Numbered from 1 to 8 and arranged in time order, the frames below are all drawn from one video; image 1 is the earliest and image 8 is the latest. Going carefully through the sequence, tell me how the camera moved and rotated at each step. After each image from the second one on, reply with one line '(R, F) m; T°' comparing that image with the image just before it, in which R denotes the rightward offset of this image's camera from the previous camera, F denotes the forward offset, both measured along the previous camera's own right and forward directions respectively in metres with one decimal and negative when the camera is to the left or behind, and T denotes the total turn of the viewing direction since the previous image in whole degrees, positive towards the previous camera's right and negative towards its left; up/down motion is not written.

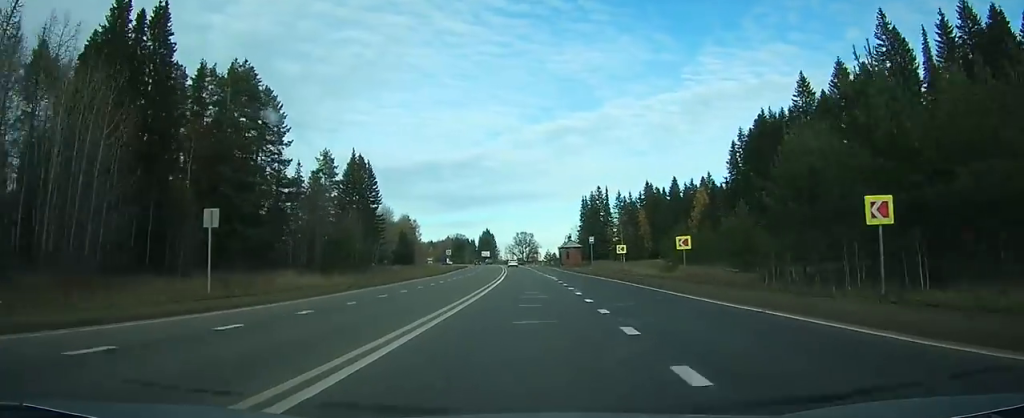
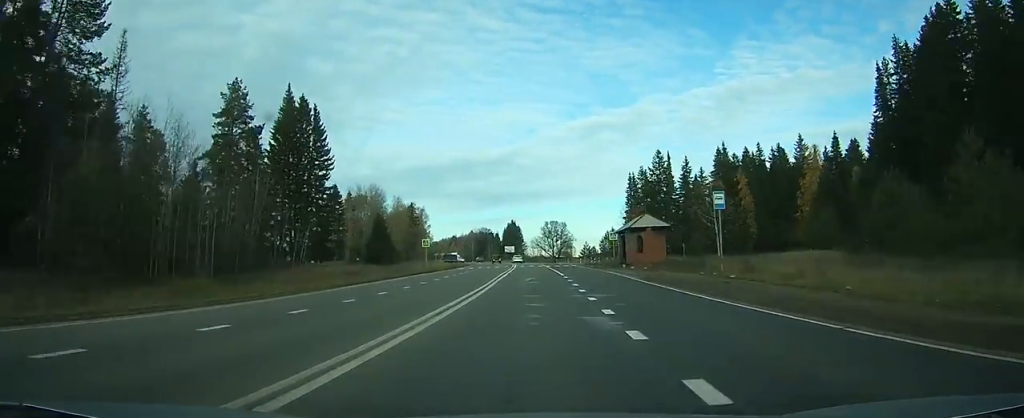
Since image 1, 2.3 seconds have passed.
(-0.8, +47.7) m; -3°
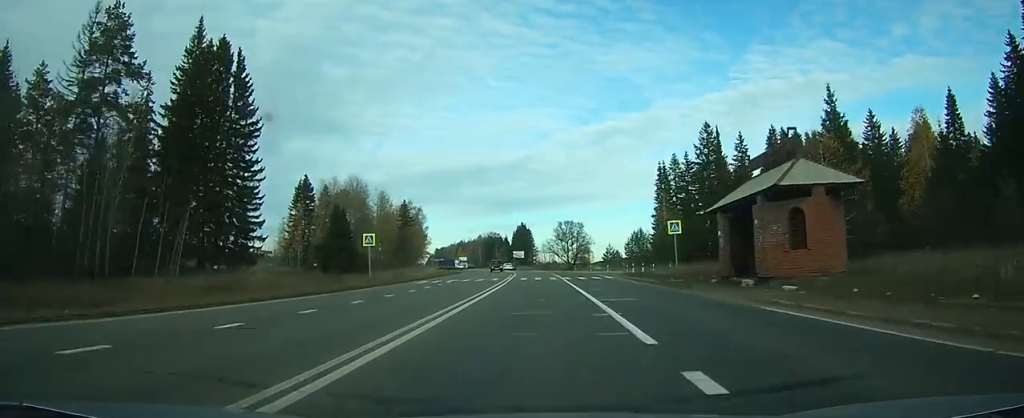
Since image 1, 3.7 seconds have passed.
(-0.5, +27.1) m; -2°
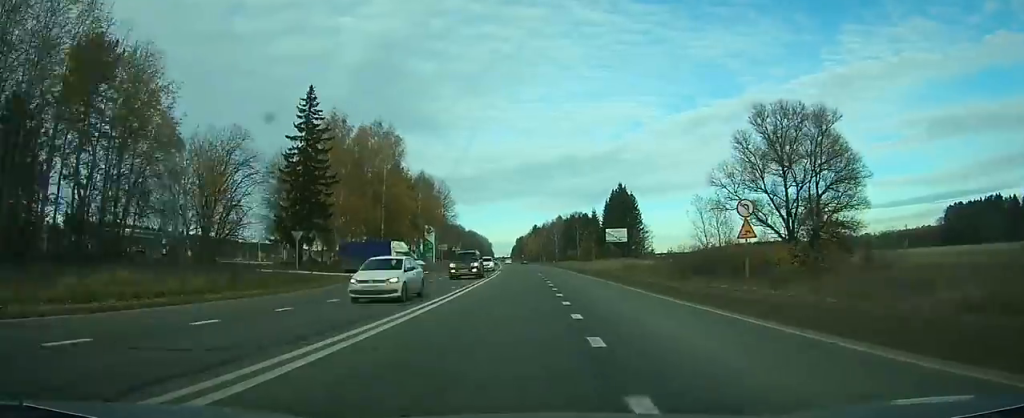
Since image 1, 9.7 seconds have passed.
(-7.5, +118.1) m; -9°
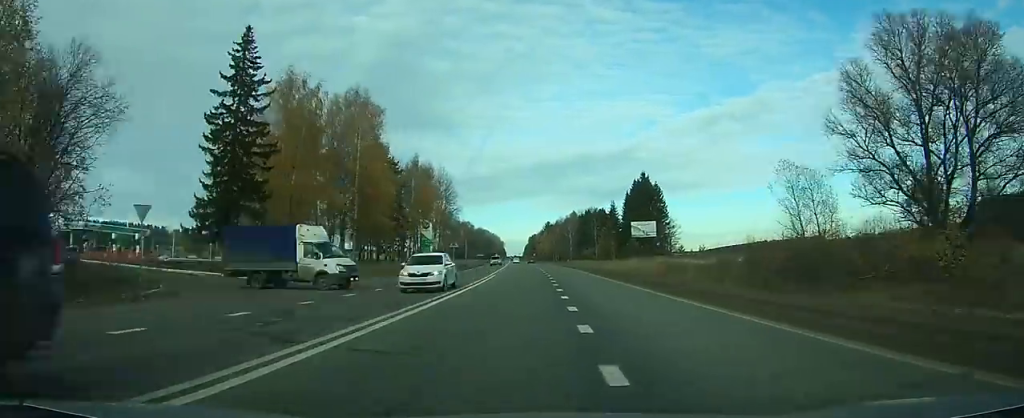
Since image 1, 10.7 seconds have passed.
(0.0, +18.8) m; -2°
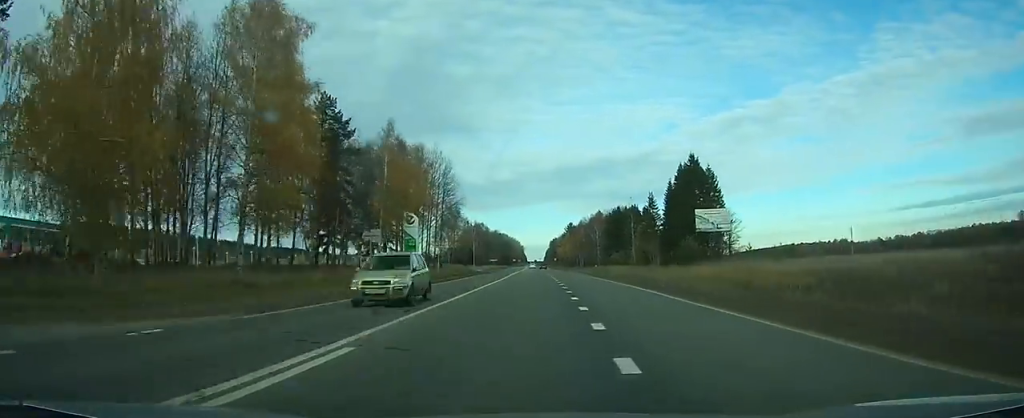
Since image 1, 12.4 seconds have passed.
(-1.3, +31.1) m; -3°
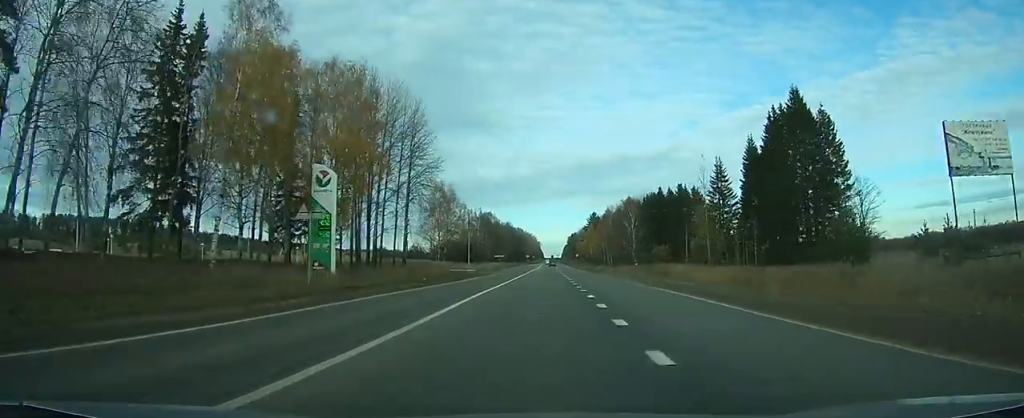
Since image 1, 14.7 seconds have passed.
(-0.9, +42.9) m; -2°
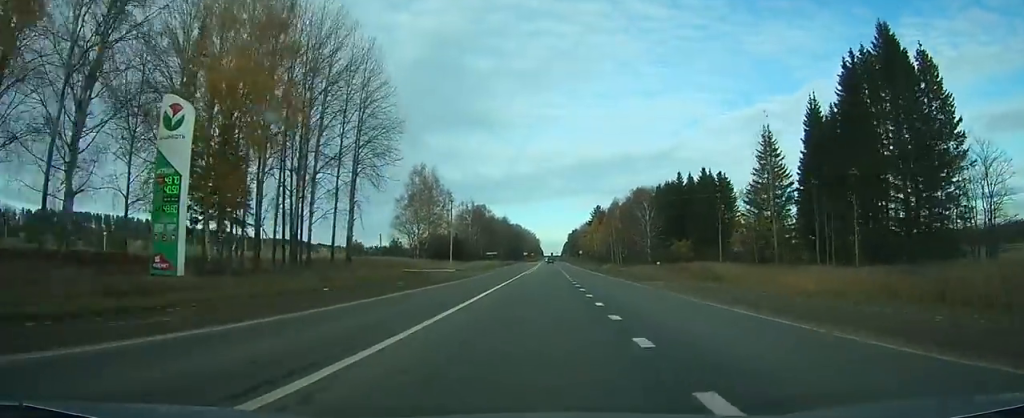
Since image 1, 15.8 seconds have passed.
(-0.2, +22.1) m; 0°
